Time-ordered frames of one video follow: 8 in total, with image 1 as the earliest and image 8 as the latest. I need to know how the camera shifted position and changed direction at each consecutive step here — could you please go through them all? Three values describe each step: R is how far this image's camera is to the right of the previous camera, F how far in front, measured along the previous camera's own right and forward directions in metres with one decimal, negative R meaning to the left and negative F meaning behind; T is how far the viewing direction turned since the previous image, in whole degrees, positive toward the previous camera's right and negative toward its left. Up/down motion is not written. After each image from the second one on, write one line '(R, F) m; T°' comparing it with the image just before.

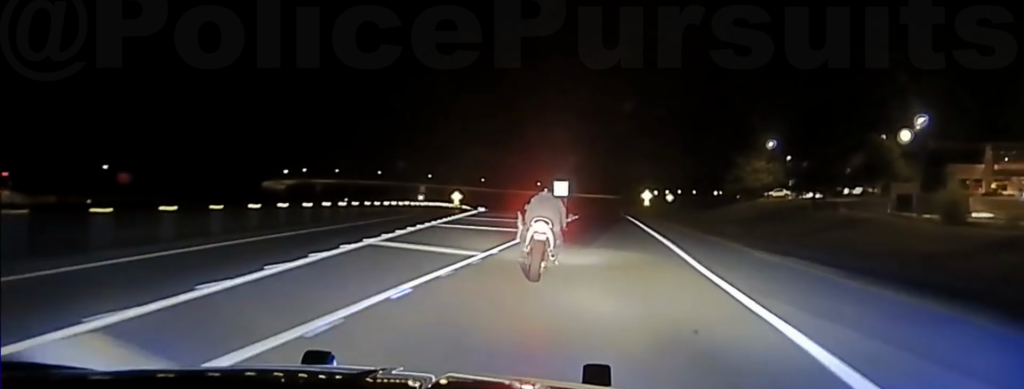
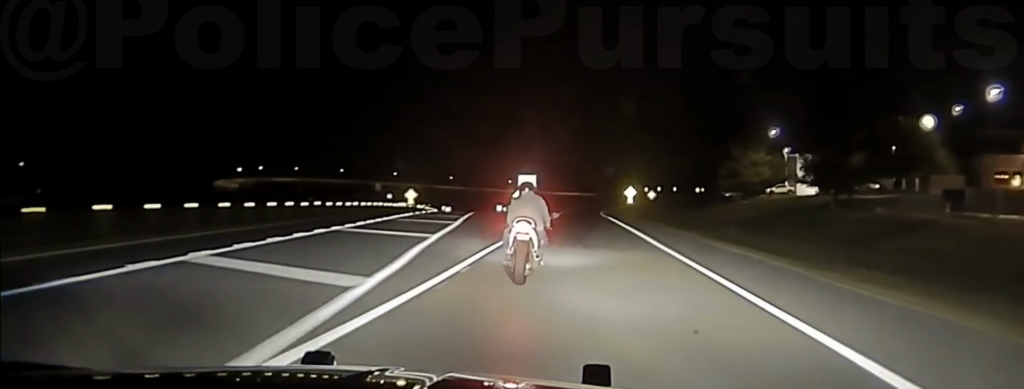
(+0.3, +18.7) m; +1°
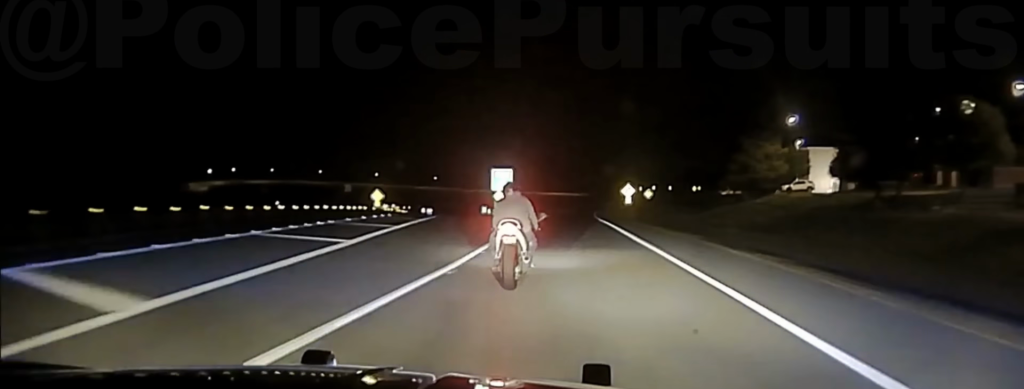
(+0.2, +17.2) m; +1°
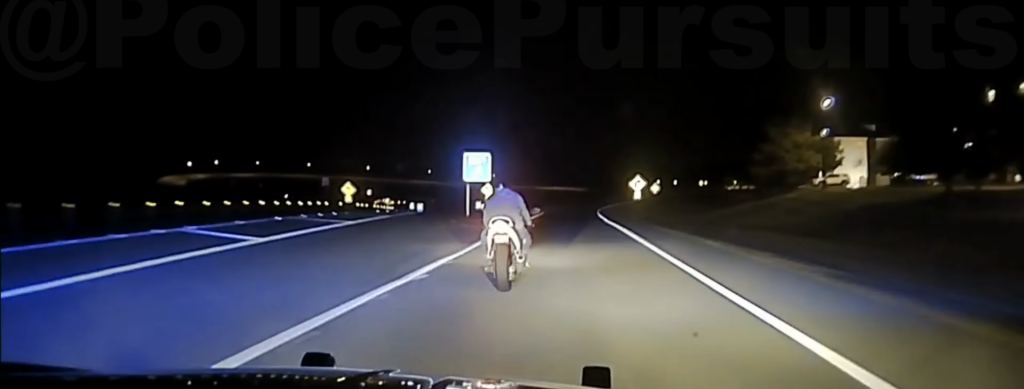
(+0.1, +15.6) m; +1°
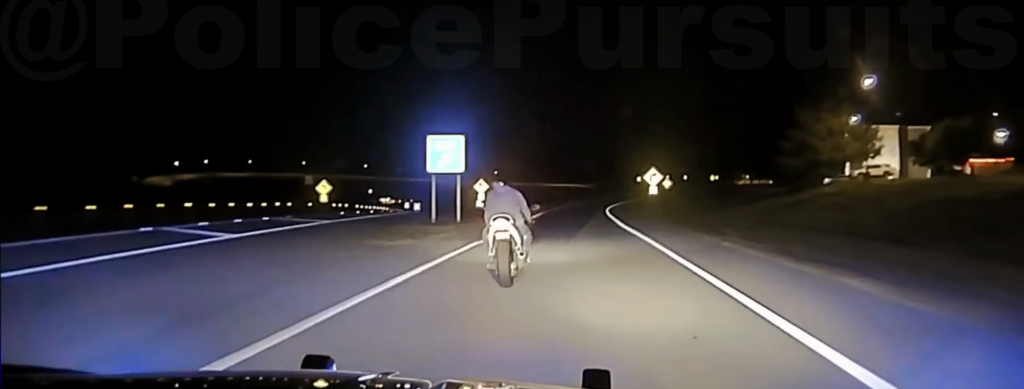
(+0.1, +13.7) m; 0°
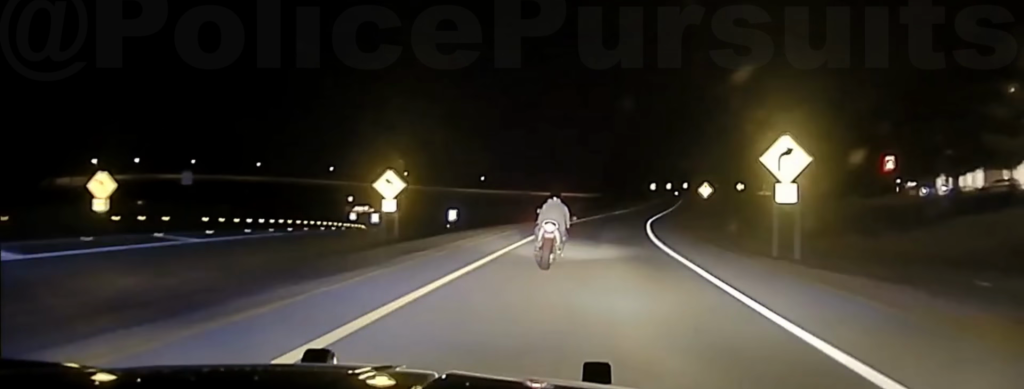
(+0.4, +53.8) m; +1°
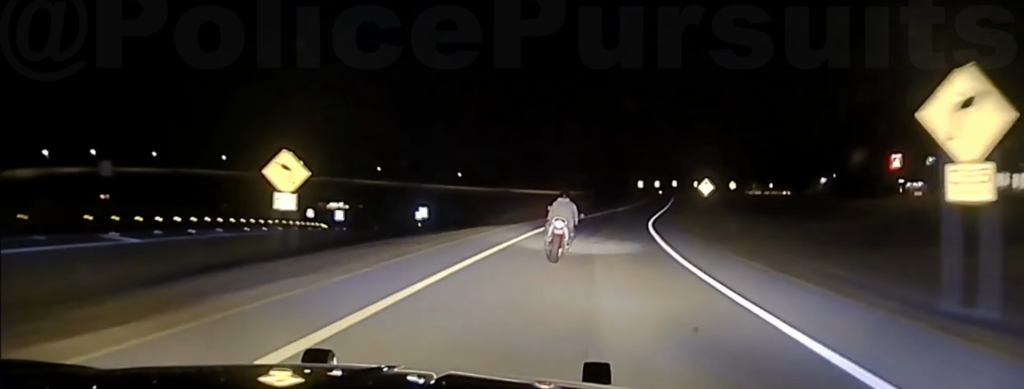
(0.0, +17.0) m; +1°
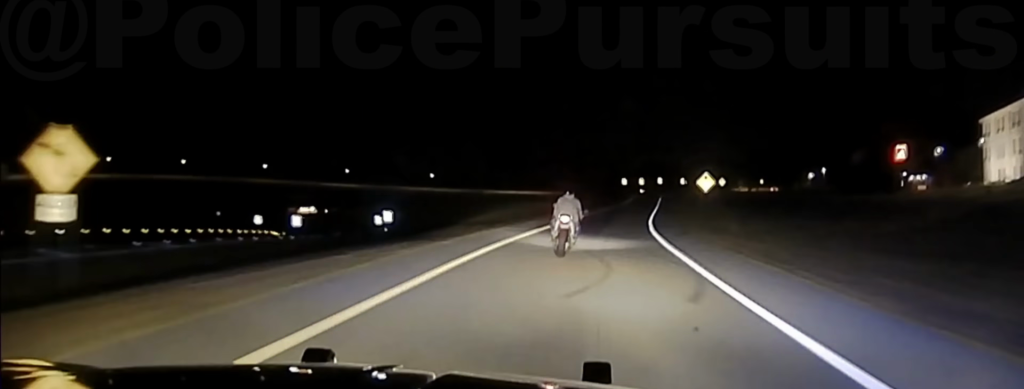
(+0.1, +16.7) m; +1°
